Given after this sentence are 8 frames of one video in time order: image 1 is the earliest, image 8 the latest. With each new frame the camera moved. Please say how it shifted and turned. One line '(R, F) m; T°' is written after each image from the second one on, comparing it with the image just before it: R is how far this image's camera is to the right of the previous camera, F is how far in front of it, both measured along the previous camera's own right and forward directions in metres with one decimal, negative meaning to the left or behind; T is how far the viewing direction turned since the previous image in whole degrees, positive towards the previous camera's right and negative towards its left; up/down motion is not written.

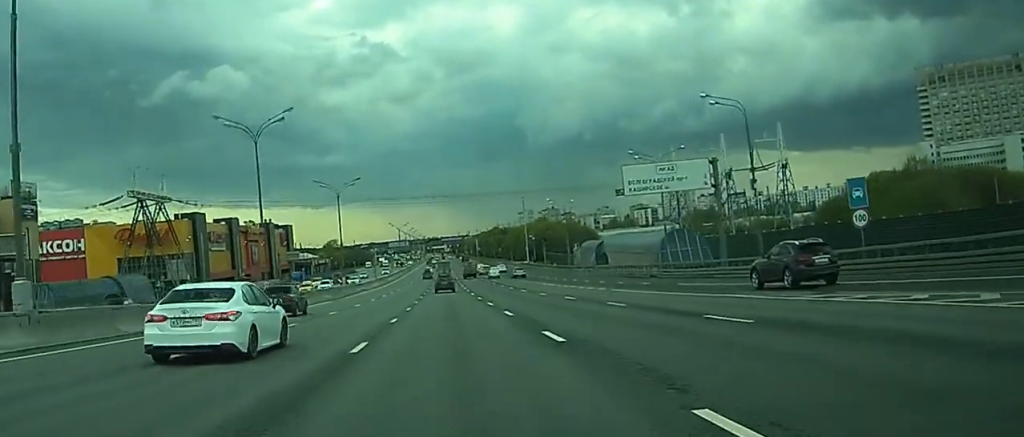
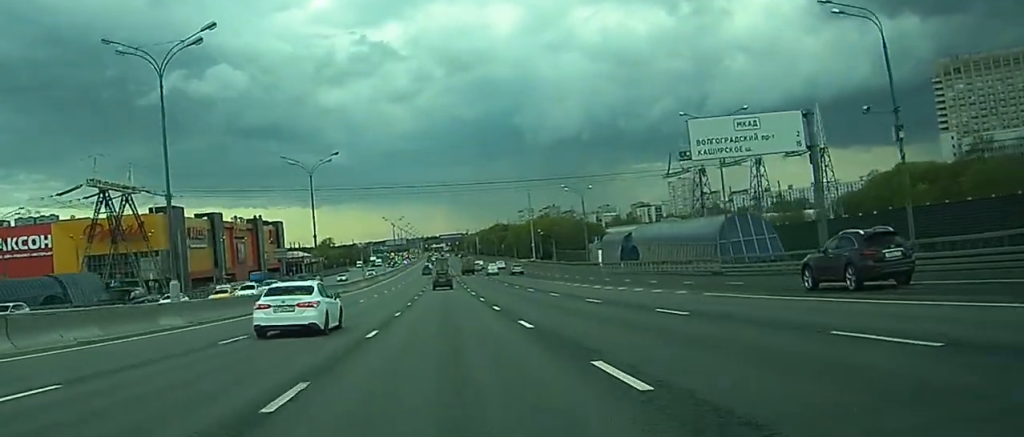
(0.0, +18.2) m; 0°
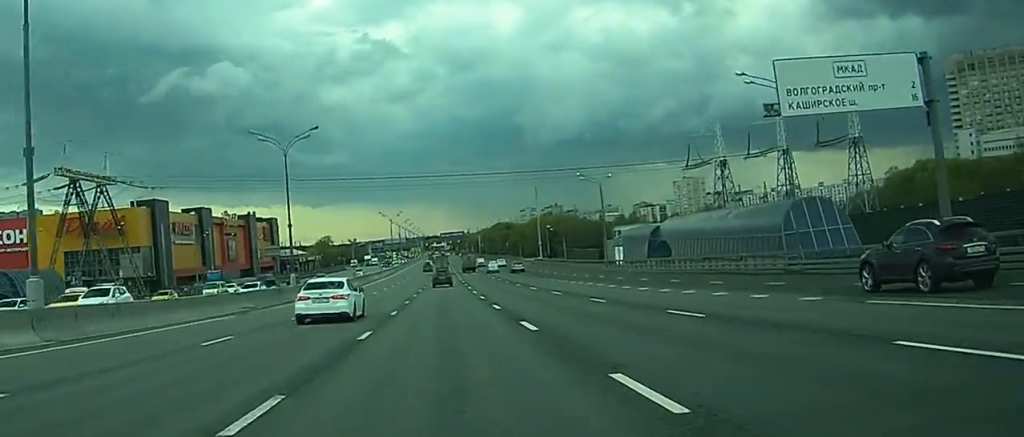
(0.0, +12.3) m; 0°
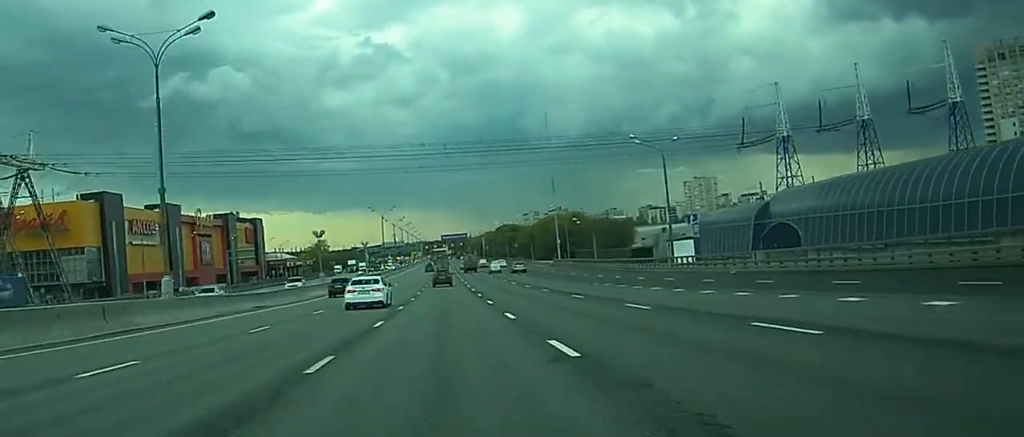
(+0.1, +32.6) m; +1°
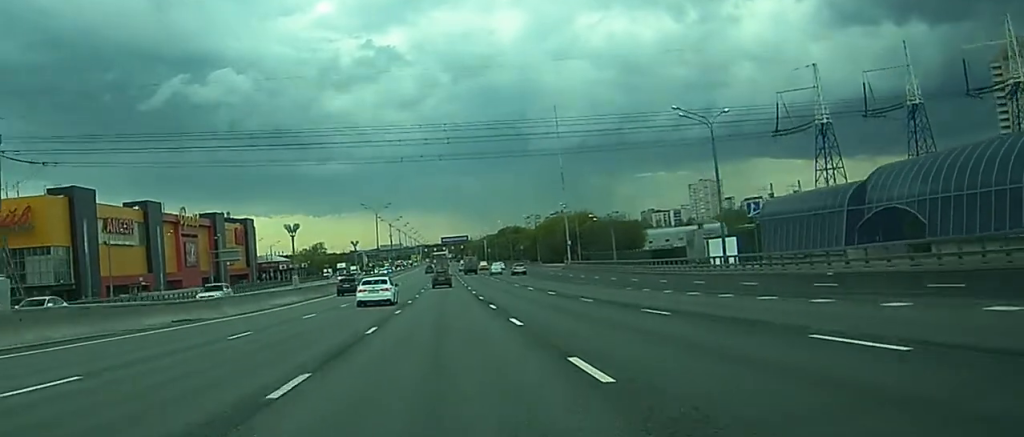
(+0.1, +16.9) m; 0°
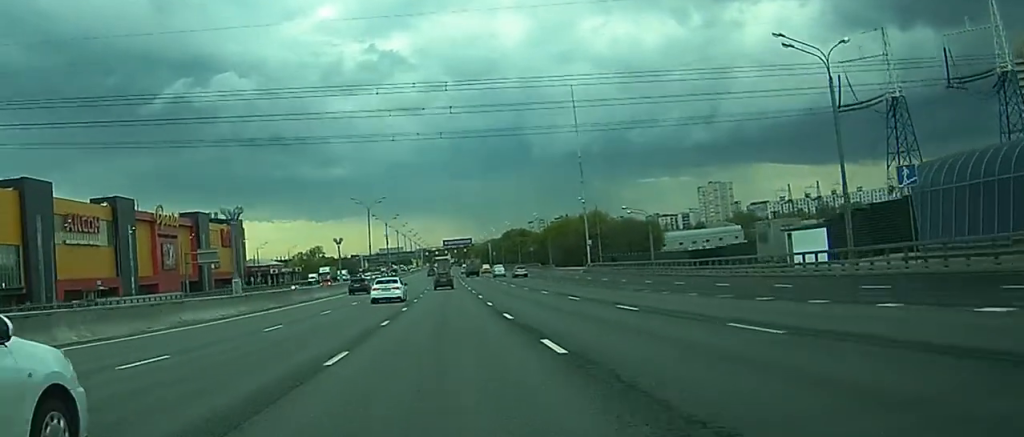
(+0.1, +25.8) m; 0°
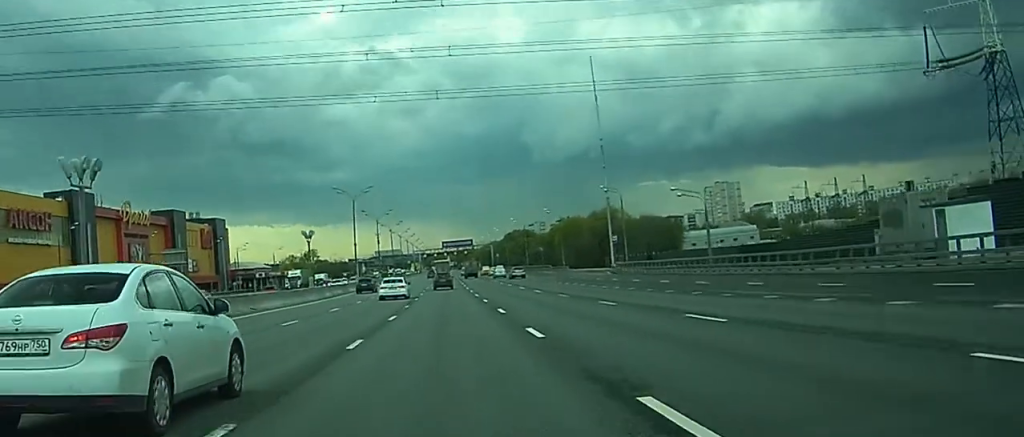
(+0.1, +25.7) m; 0°
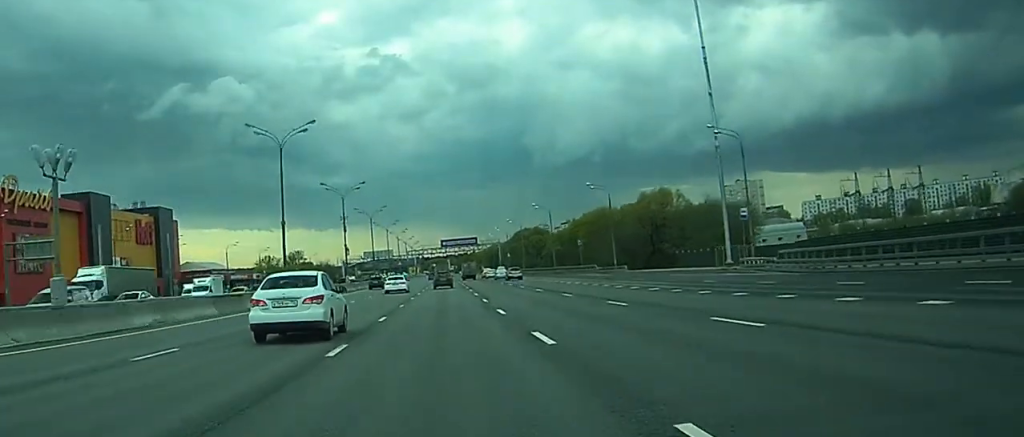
(+0.2, +55.9) m; 0°
